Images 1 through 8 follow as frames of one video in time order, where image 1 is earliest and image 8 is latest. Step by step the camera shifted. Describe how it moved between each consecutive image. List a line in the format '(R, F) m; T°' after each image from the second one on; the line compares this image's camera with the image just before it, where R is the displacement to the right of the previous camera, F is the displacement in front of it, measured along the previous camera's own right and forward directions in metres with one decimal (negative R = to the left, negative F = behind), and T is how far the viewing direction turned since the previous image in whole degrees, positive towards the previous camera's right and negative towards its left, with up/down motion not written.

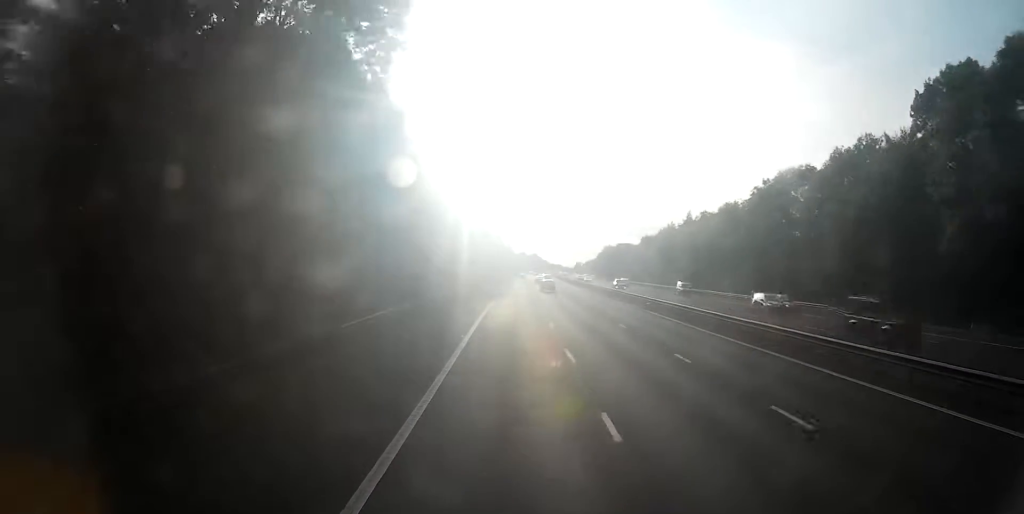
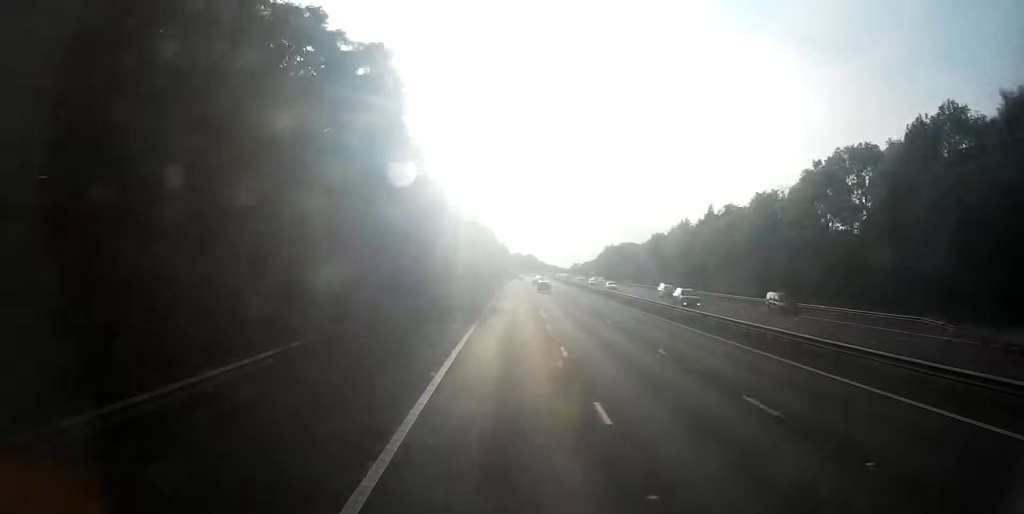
(+0.2, +16.4) m; 0°
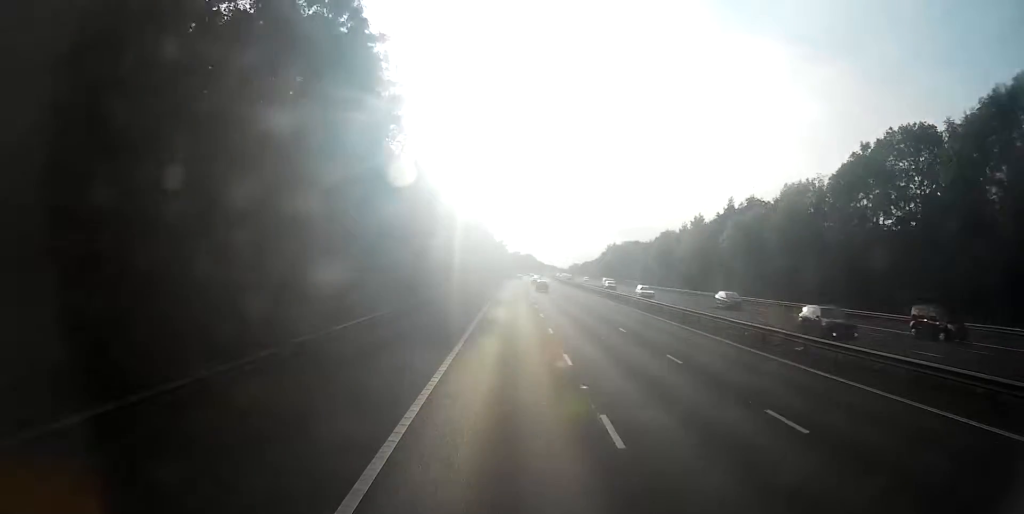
(-0.2, +10.9) m; 0°
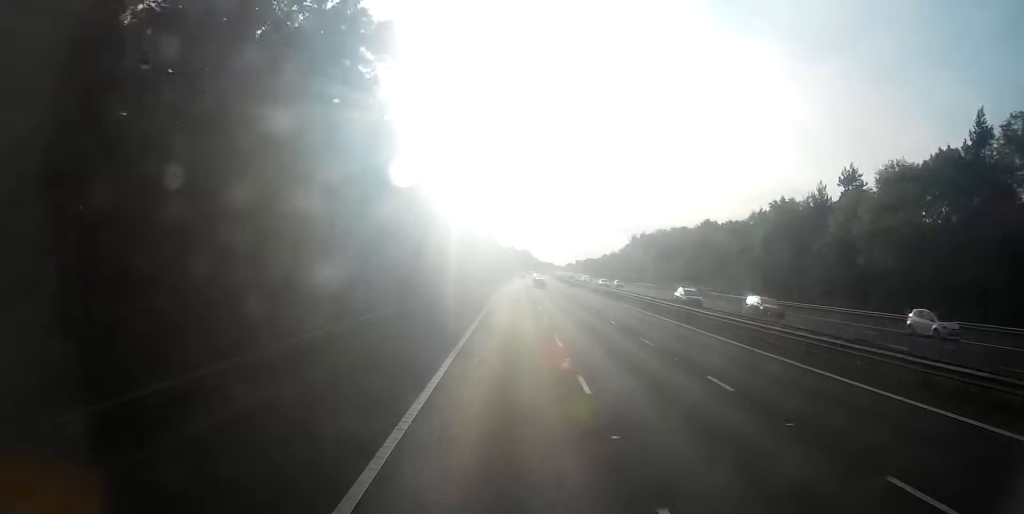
(+0.5, +59.3) m; +2°
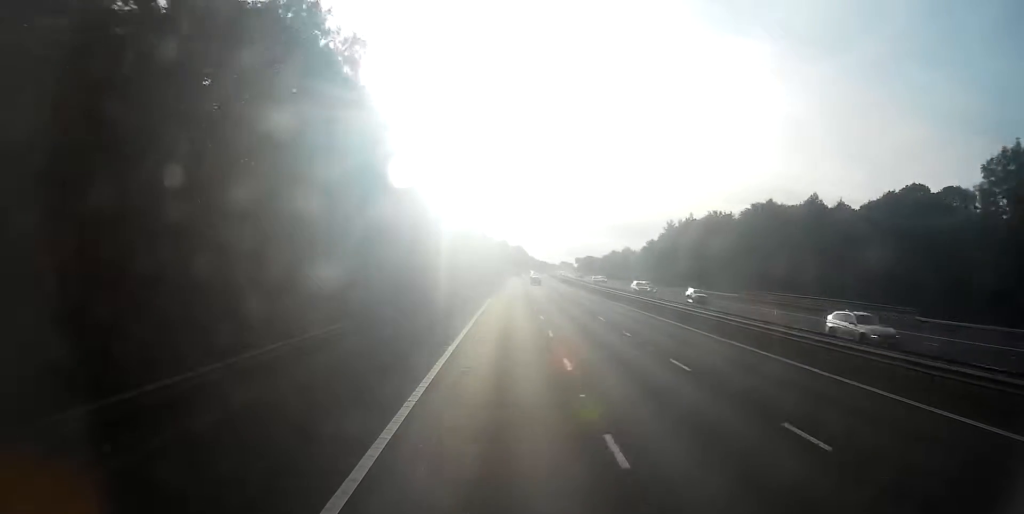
(+0.4, +50.2) m; 0°
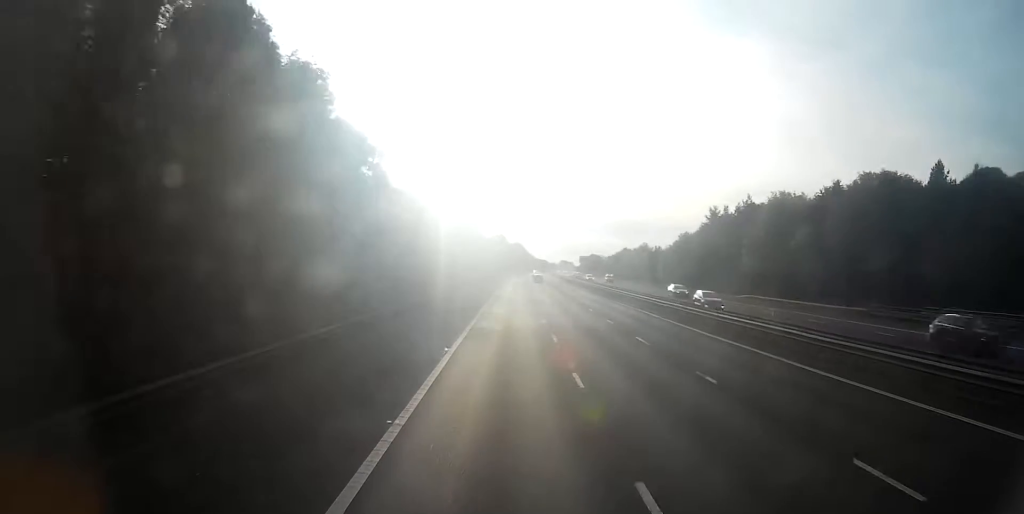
(0.0, +30.1) m; 0°
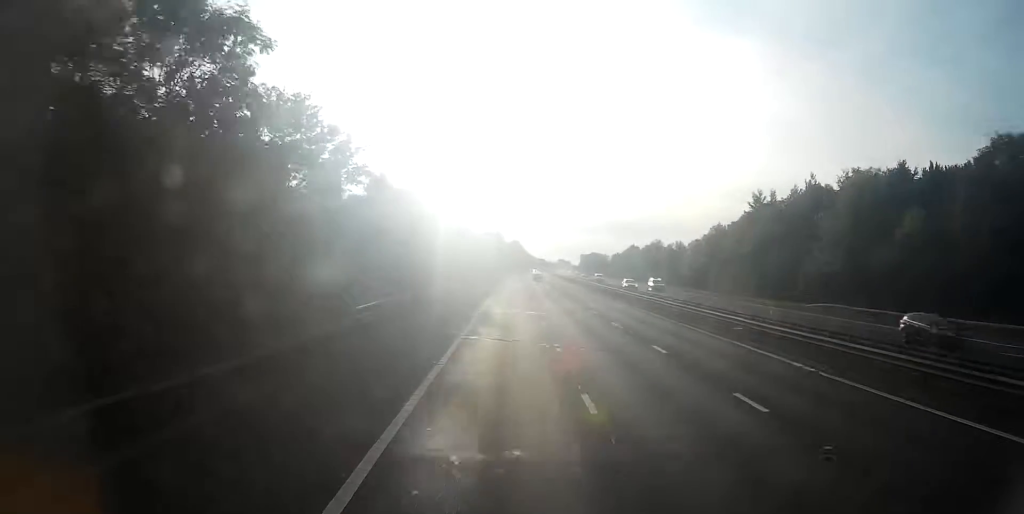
(0.0, +21.0) m; 0°
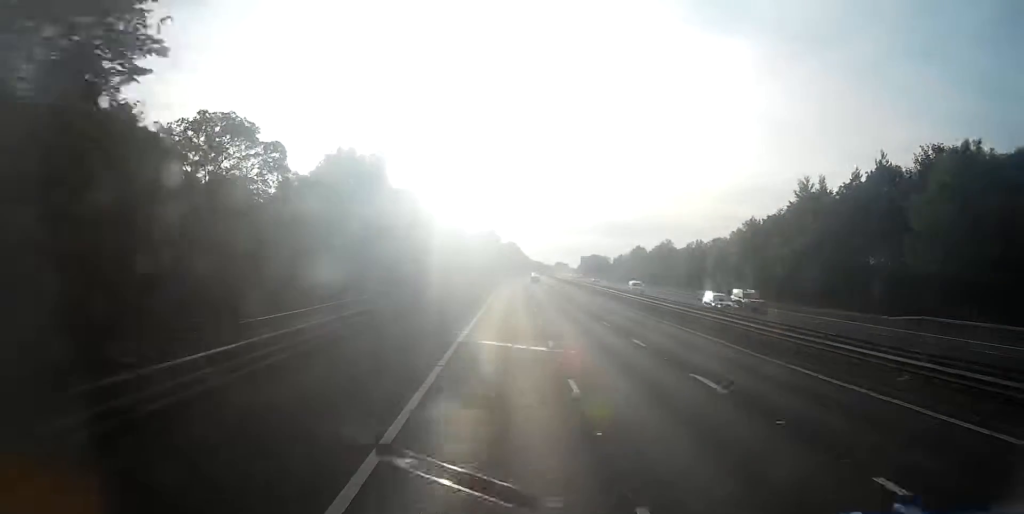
(-0.2, +15.6) m; 0°
